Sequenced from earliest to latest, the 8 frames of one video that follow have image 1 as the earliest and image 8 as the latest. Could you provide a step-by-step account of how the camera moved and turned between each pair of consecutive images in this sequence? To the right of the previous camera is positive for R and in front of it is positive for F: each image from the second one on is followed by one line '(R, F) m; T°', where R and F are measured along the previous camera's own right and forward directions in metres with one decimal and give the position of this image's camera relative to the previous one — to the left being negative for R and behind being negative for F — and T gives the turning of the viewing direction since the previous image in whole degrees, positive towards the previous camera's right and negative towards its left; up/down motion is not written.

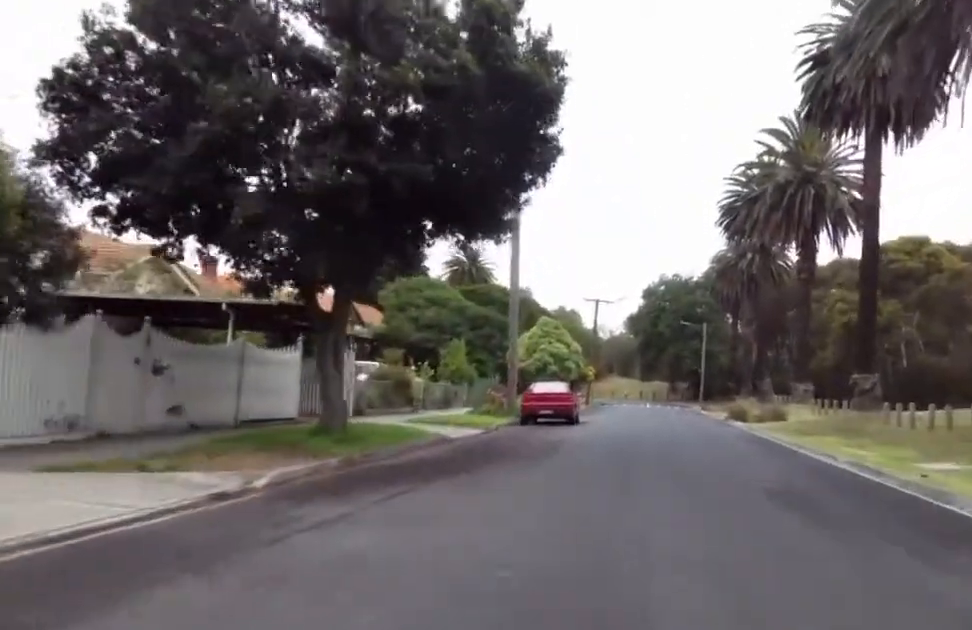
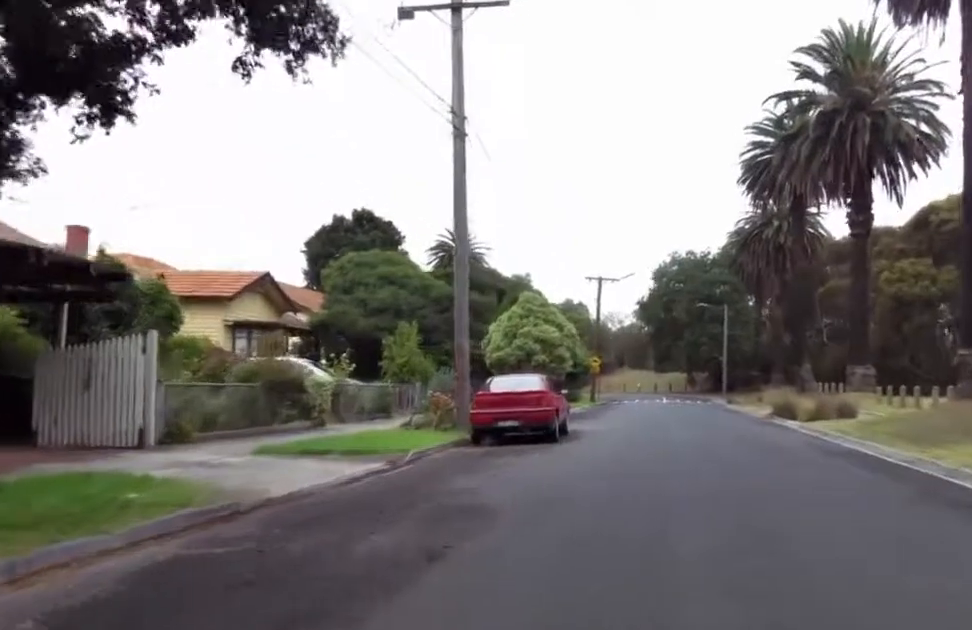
(+0.7, +8.5) m; +7°
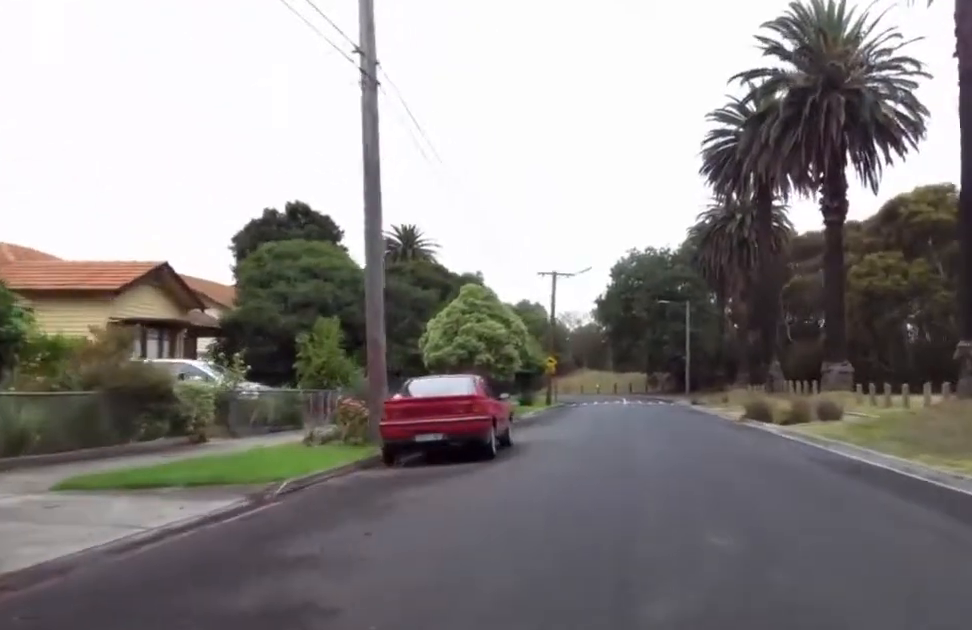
(+0.5, +2.8) m; 0°
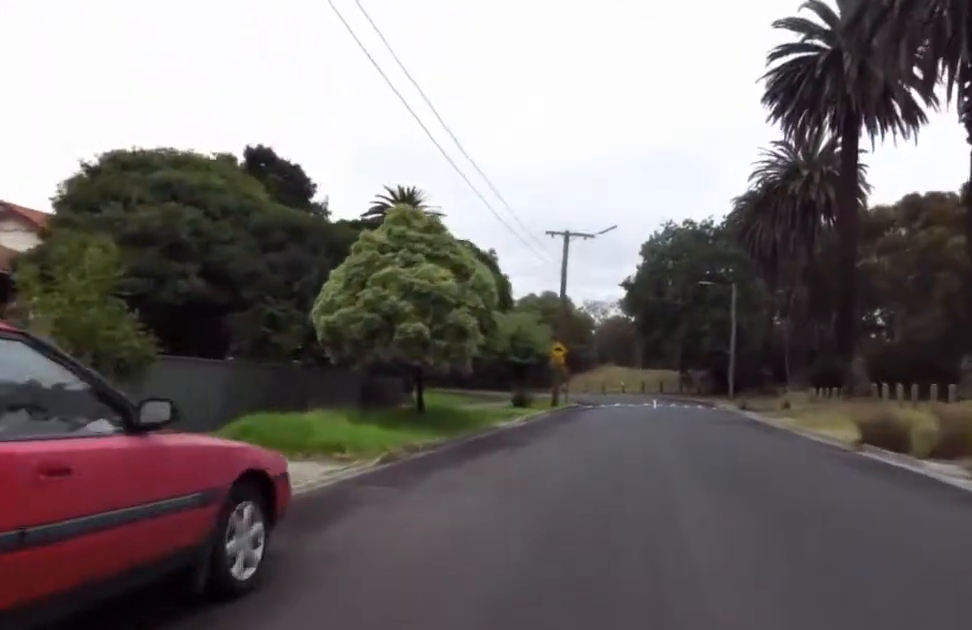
(-1.3, +10.2) m; -5°
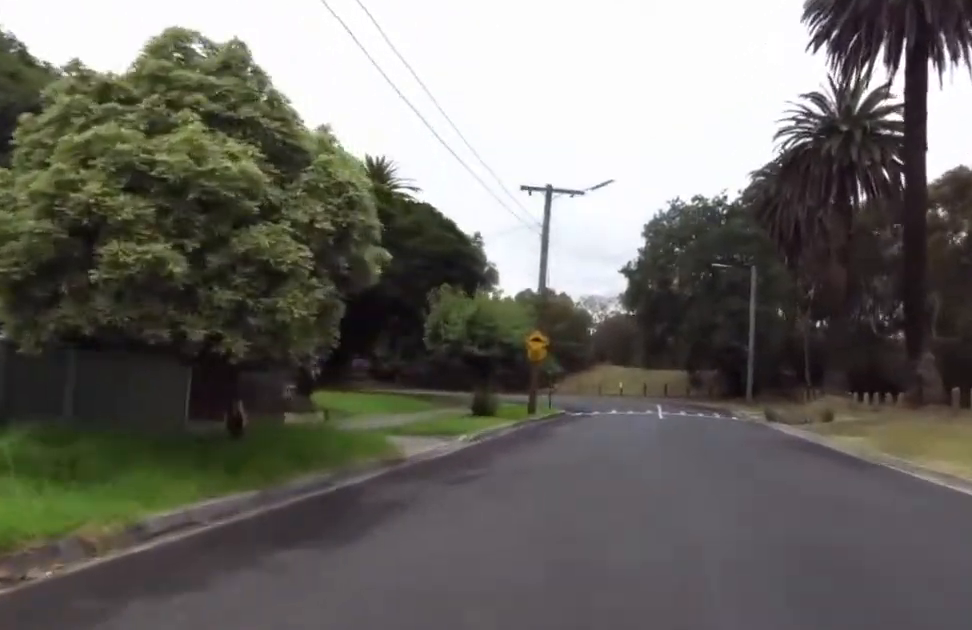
(+0.5, +7.5) m; +4°
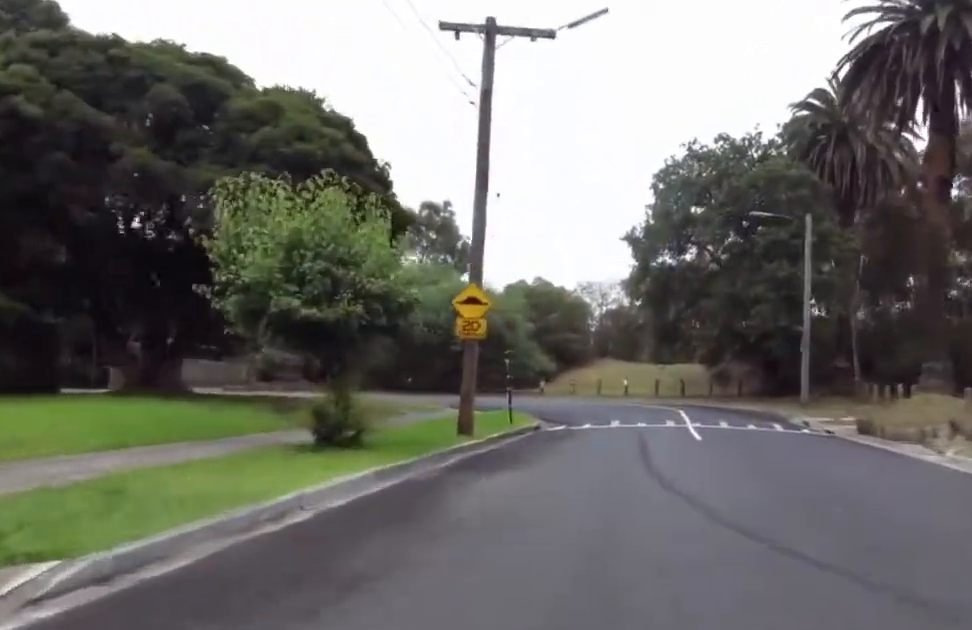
(-0.2, +11.4) m; +2°
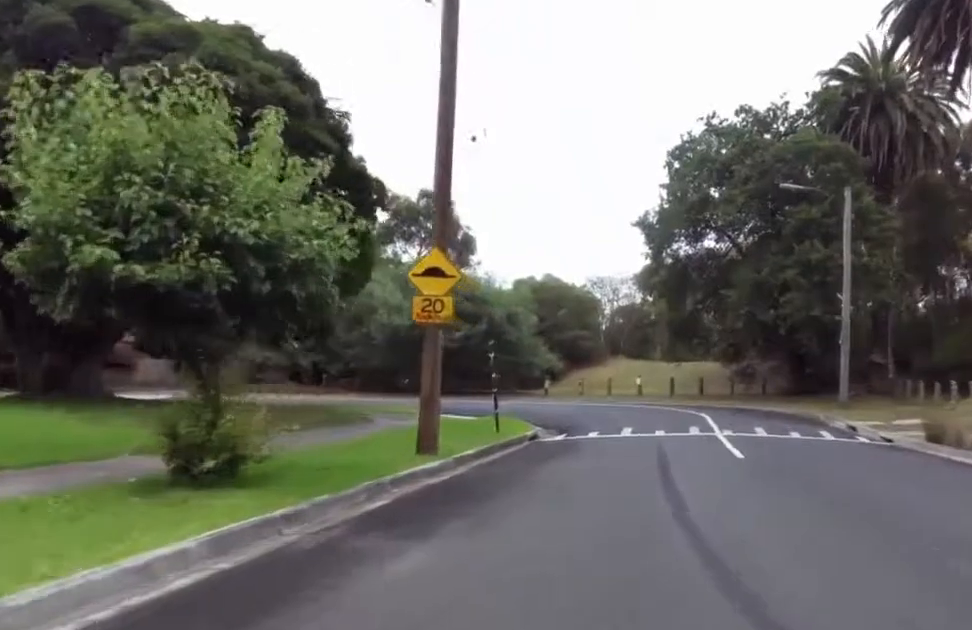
(+0.6, +3.4) m; 0°
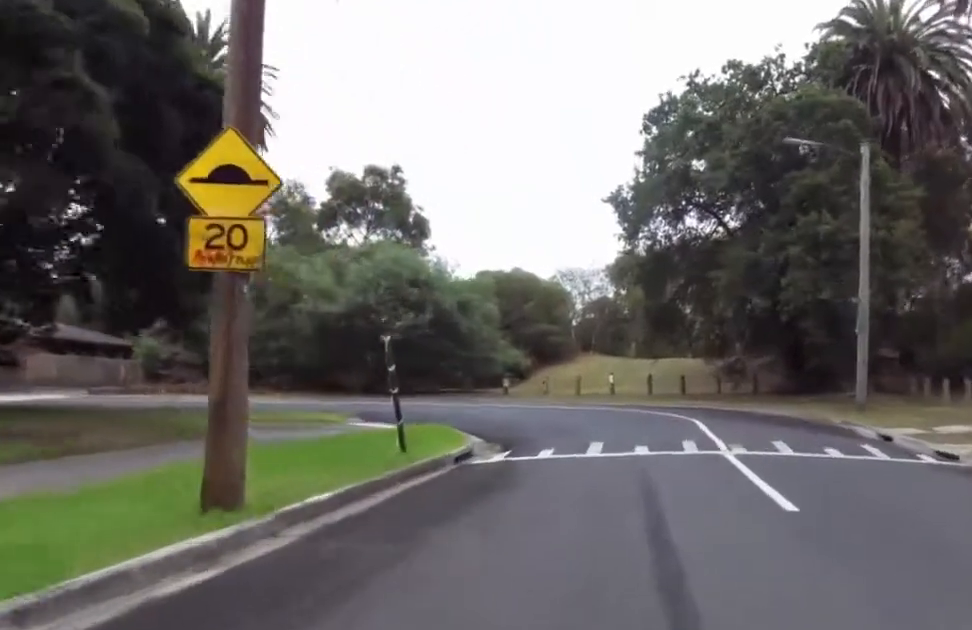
(-0.2, +4.3) m; -5°
